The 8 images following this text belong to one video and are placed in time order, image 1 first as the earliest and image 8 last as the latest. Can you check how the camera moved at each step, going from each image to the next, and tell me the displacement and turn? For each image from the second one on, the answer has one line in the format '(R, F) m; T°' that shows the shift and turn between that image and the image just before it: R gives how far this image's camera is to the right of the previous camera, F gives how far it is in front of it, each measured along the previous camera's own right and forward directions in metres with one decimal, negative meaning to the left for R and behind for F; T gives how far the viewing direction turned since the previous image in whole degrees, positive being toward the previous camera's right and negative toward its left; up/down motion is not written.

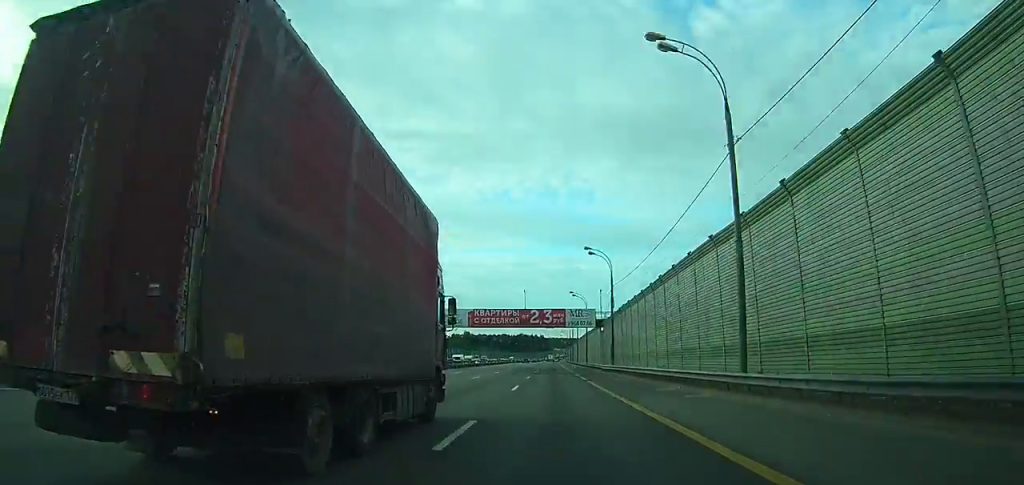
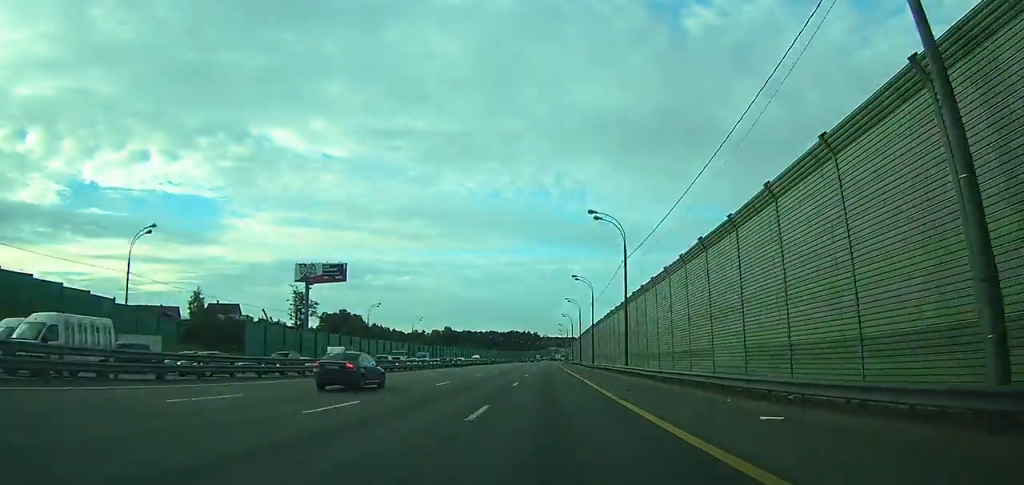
(+0.1, +94.2) m; 0°
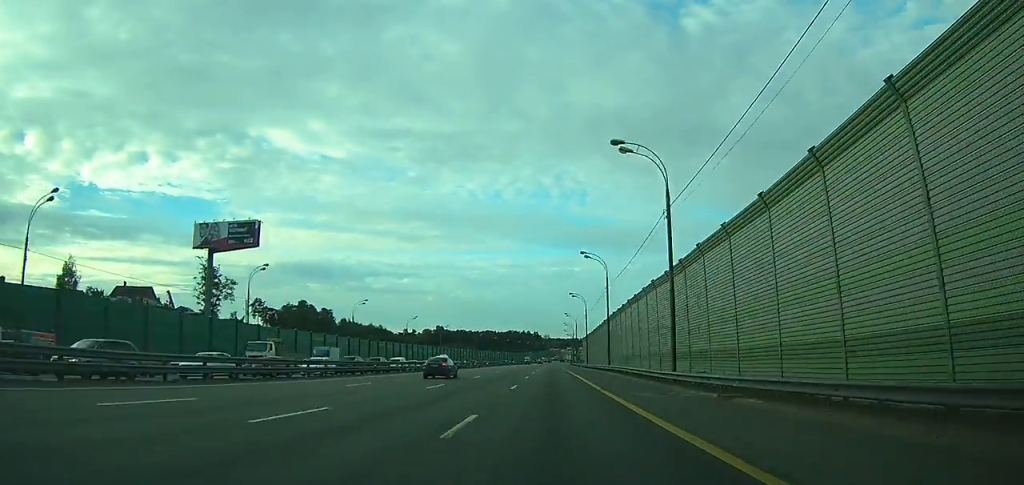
(+0.2, +52.6) m; 0°
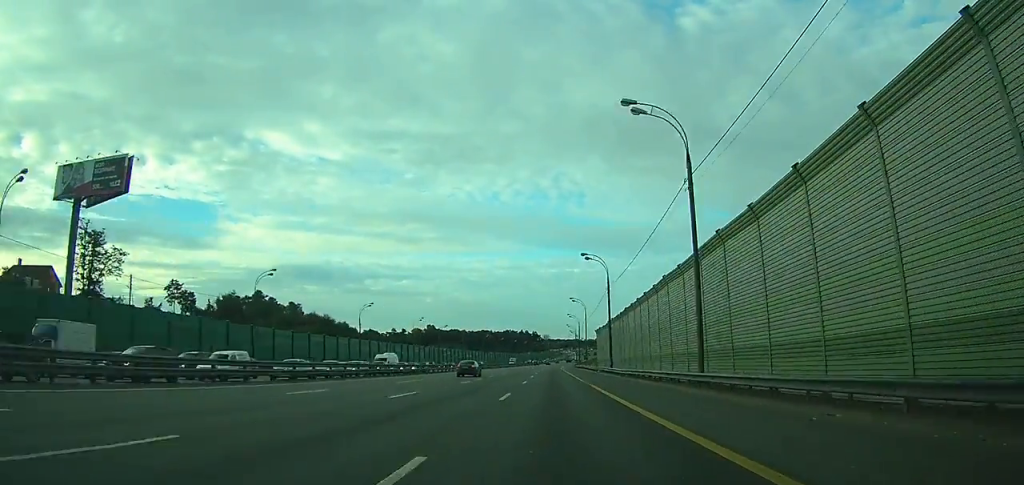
(+0.1, +38.2) m; 0°
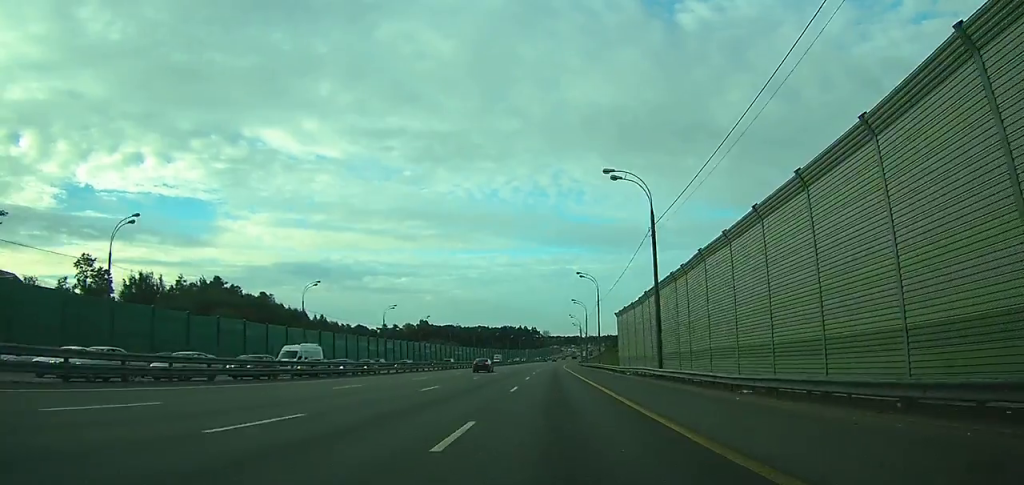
(0.0, +27.1) m; 0°
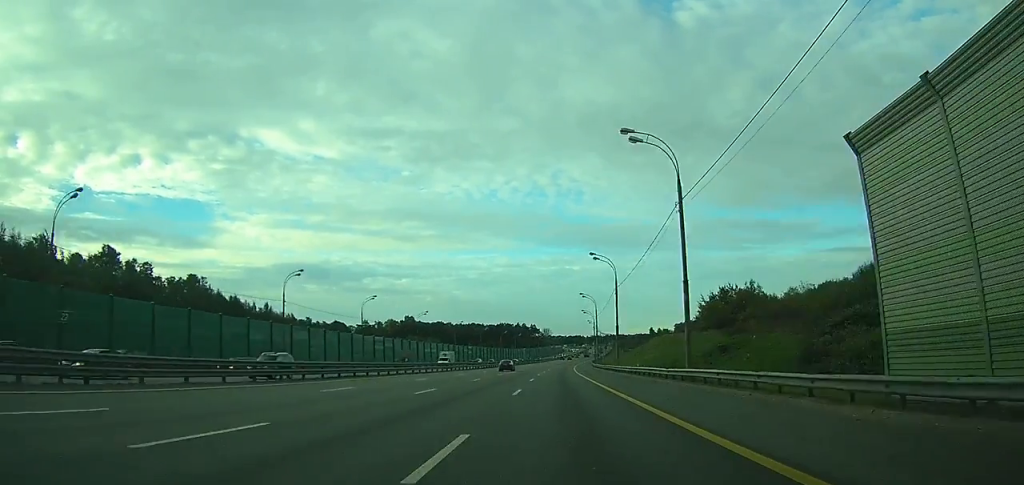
(0.0, +47.0) m; 0°
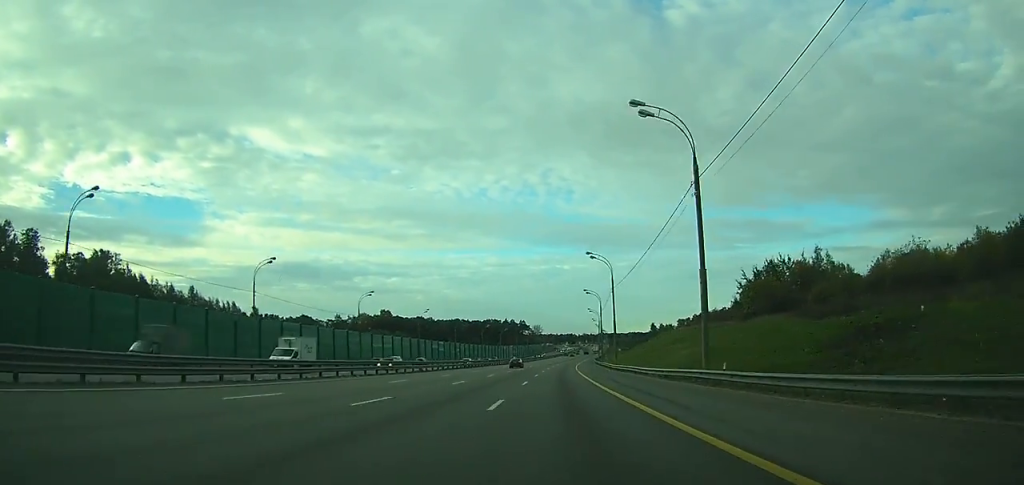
(+0.1, +36.2) m; +1°
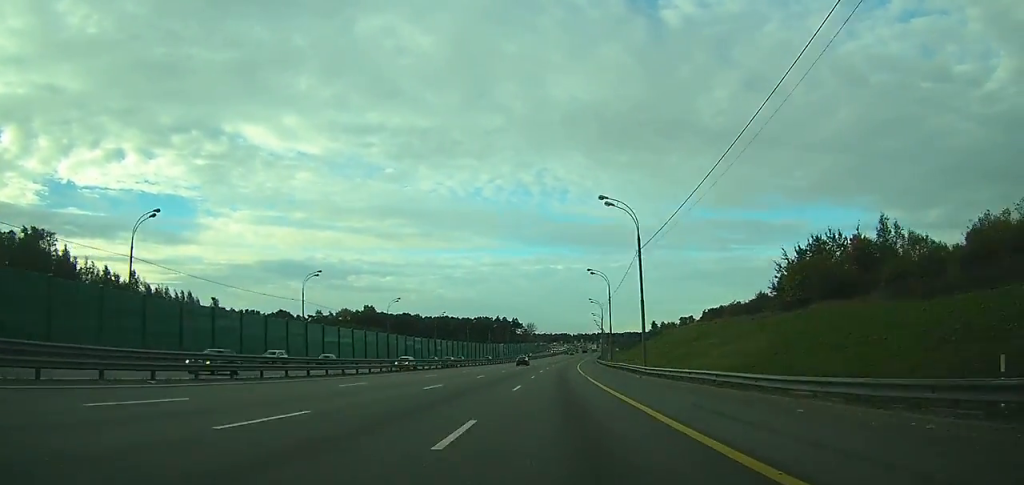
(-0.1, +21.2) m; 0°
